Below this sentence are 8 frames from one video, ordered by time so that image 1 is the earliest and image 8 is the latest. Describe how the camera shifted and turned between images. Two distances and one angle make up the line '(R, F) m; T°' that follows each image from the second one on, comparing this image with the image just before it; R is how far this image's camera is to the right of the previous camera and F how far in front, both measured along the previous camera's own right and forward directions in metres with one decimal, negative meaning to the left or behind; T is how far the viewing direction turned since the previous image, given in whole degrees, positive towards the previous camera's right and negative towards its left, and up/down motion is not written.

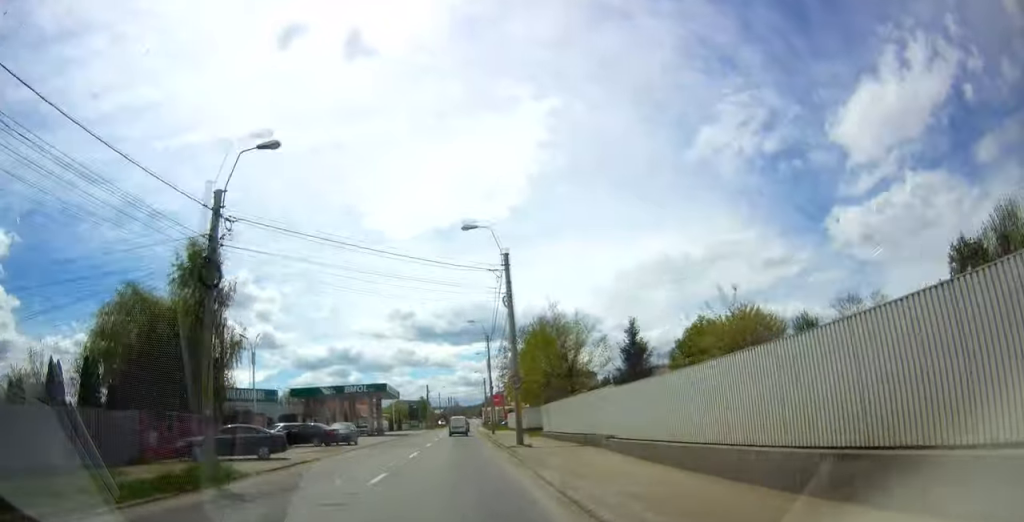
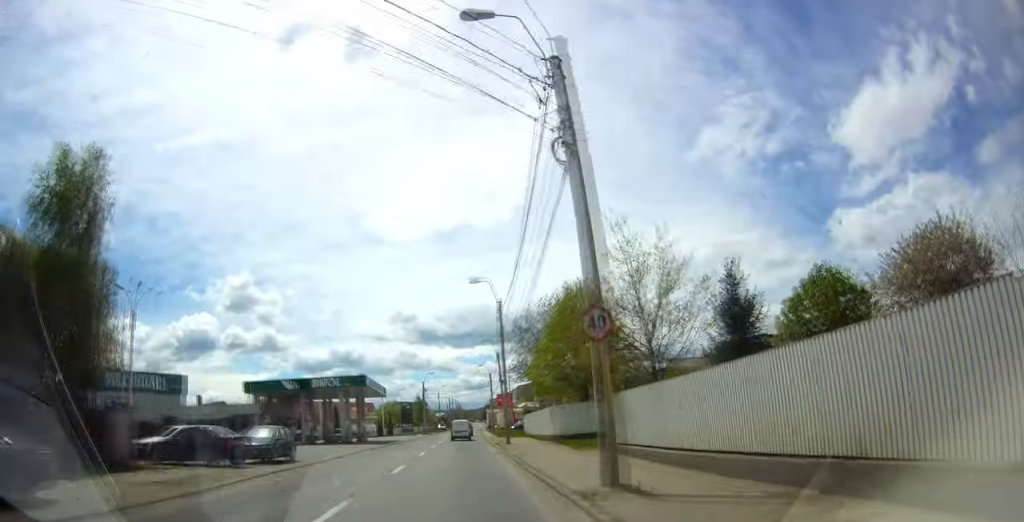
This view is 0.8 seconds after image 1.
(+0.3, +15.7) m; +1°
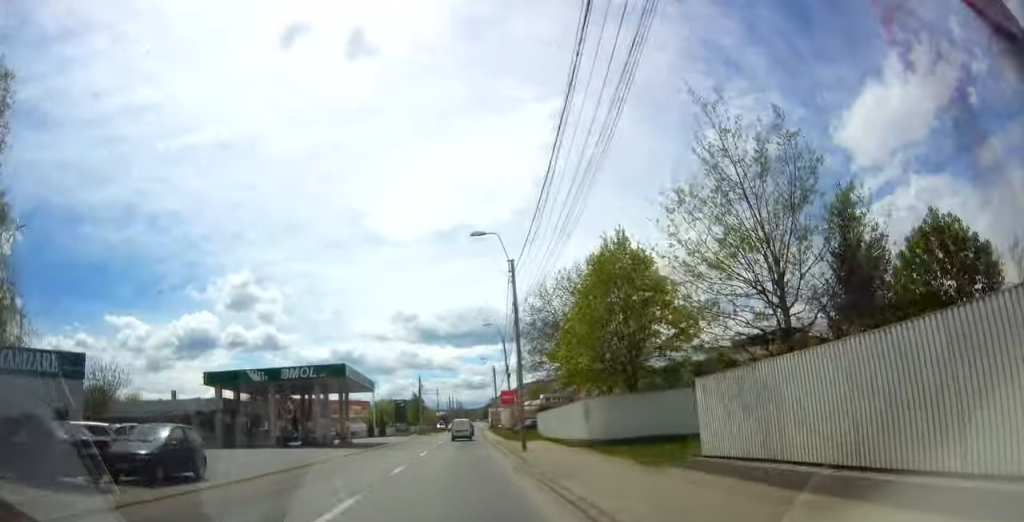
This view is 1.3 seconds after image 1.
(0.0, +8.8) m; -1°
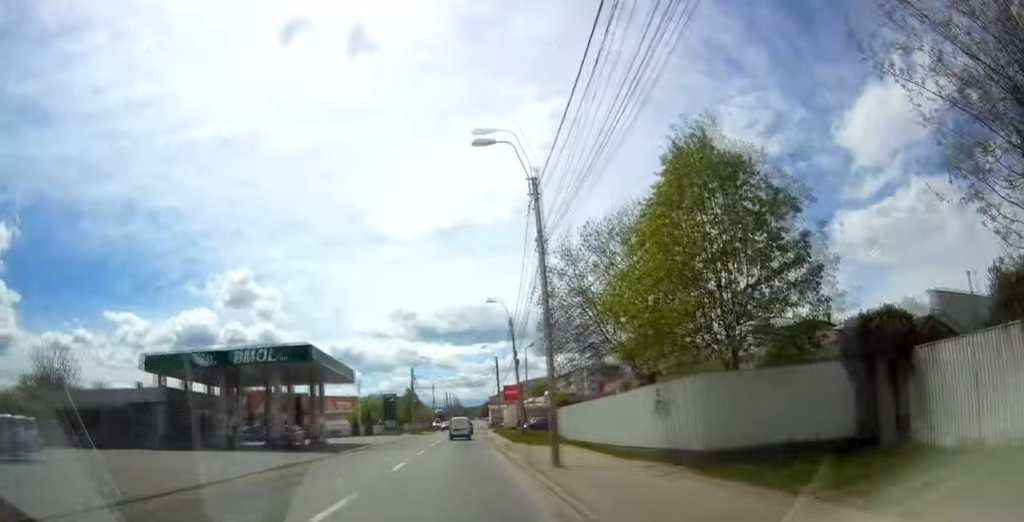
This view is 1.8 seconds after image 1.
(+0.1, +9.6) m; -1°
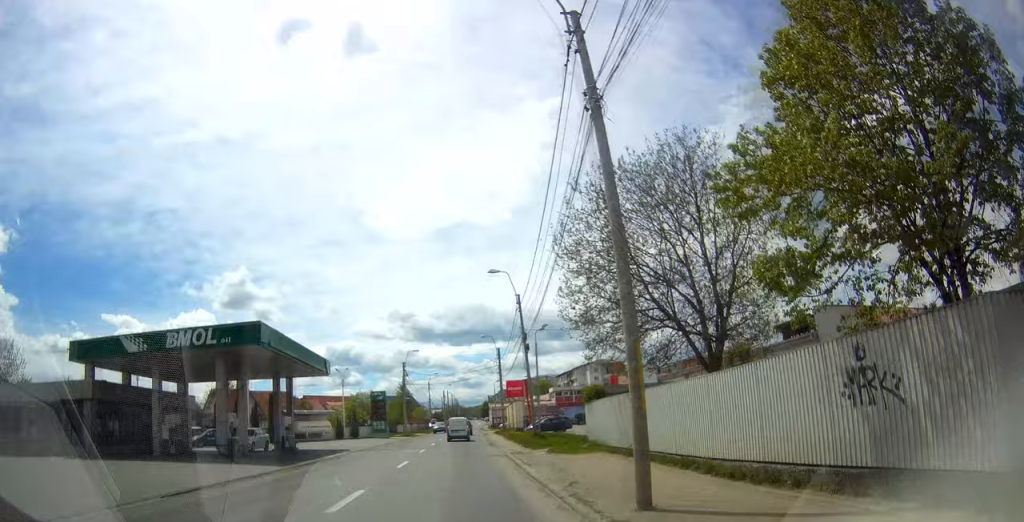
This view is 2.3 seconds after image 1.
(-0.2, +7.8) m; 0°
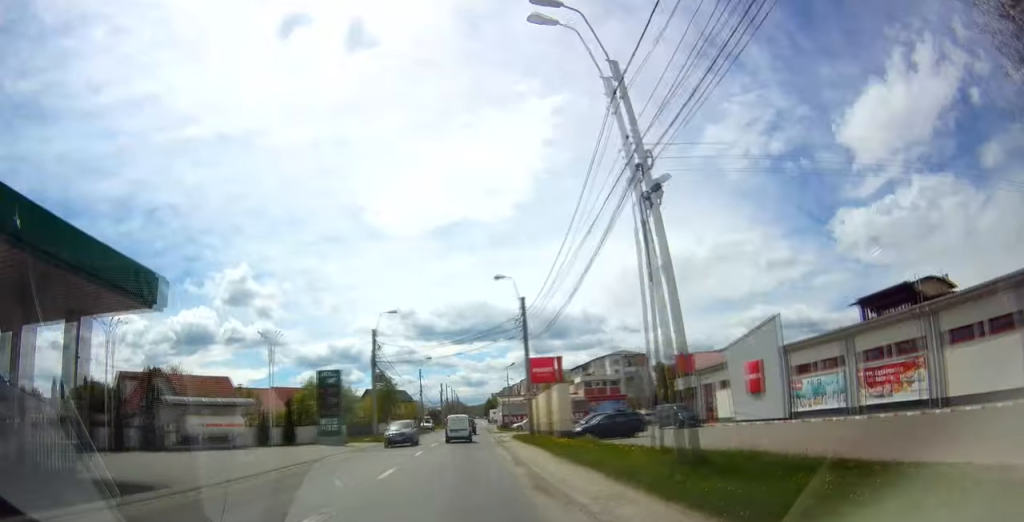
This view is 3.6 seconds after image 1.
(-0.1, +22.7) m; +1°
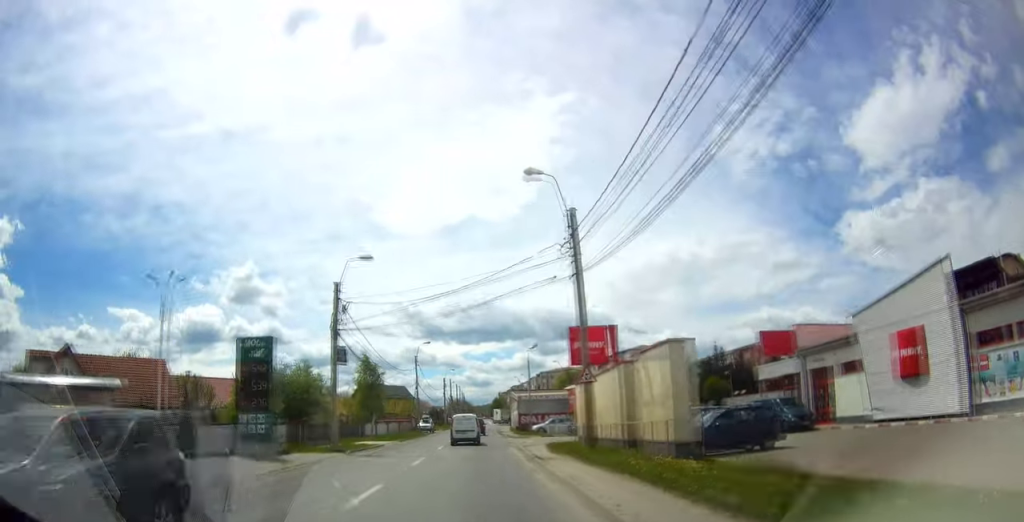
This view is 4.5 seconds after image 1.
(+0.2, +14.7) m; +1°
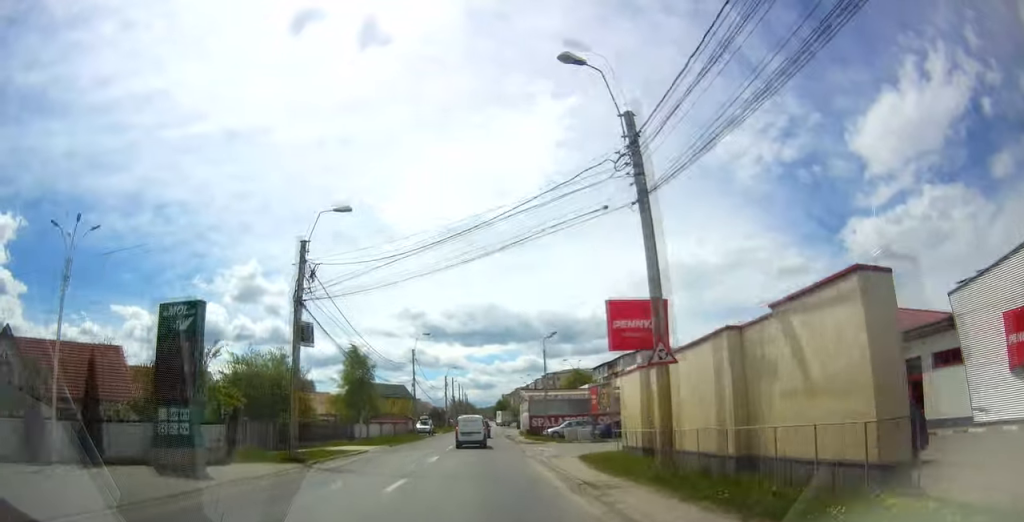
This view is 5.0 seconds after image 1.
(0.0, +7.4) m; 0°
